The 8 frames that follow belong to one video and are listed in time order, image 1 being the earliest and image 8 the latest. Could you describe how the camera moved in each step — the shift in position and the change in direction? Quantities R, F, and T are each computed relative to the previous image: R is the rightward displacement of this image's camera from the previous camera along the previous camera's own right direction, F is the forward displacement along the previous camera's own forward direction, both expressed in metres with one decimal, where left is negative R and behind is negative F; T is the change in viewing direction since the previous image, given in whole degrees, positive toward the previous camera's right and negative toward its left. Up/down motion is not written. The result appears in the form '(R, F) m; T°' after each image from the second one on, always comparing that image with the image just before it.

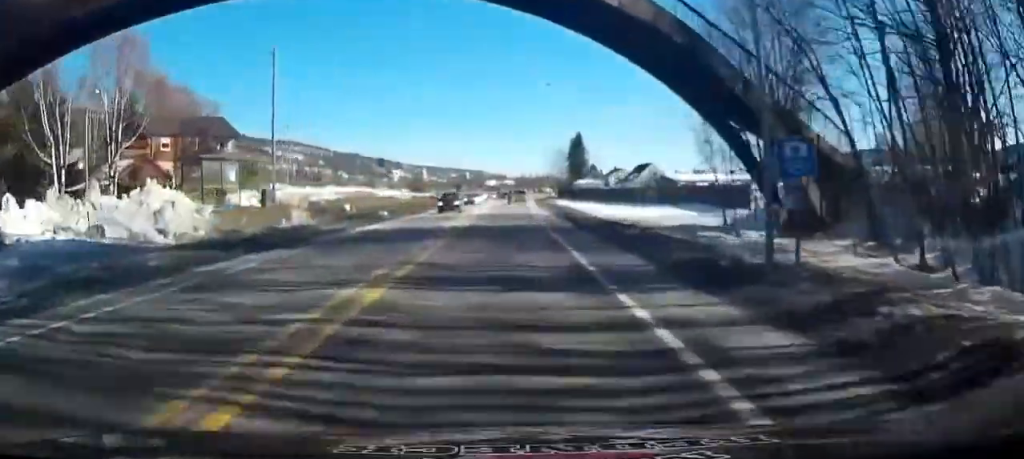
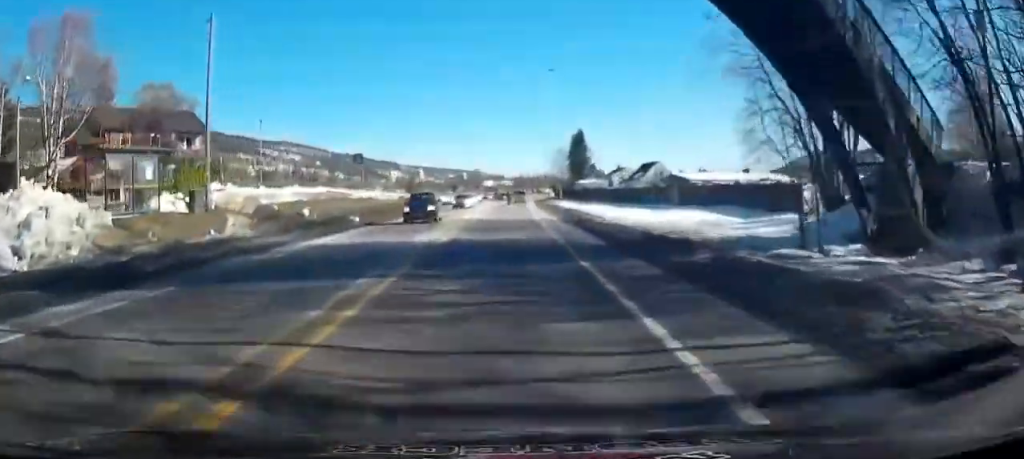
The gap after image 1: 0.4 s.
(0.0, +7.5) m; +1°
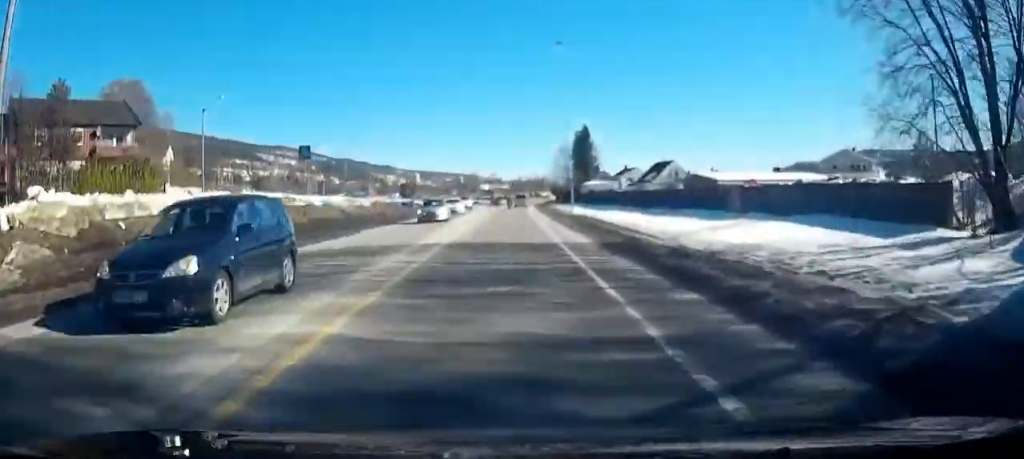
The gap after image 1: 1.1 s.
(0.0, +12.5) m; +1°
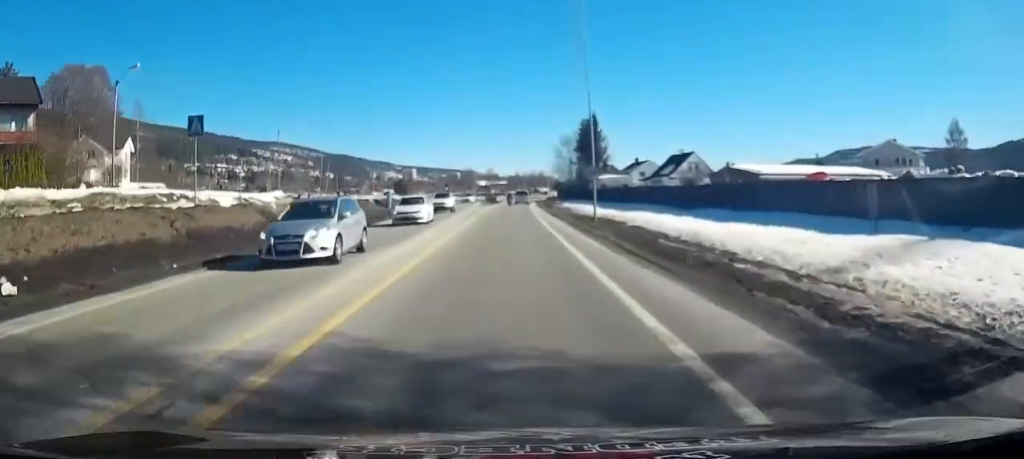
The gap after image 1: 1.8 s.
(+0.2, +13.1) m; +2°
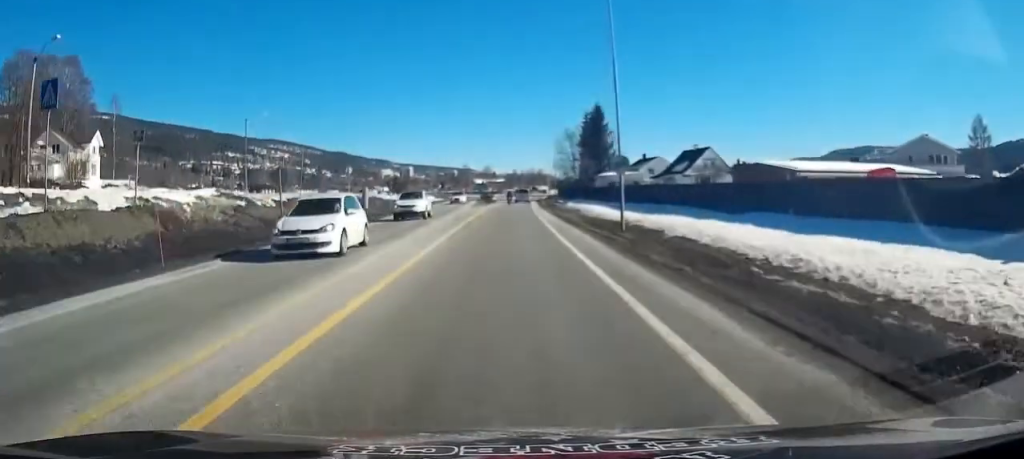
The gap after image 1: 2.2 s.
(-0.1, +8.8) m; +2°
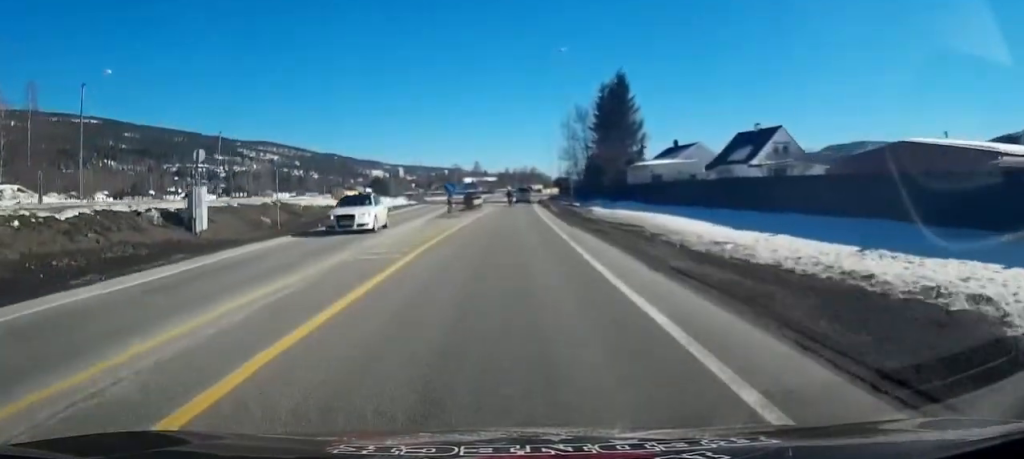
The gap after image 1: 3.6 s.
(+1.0, +26.2) m; +1°
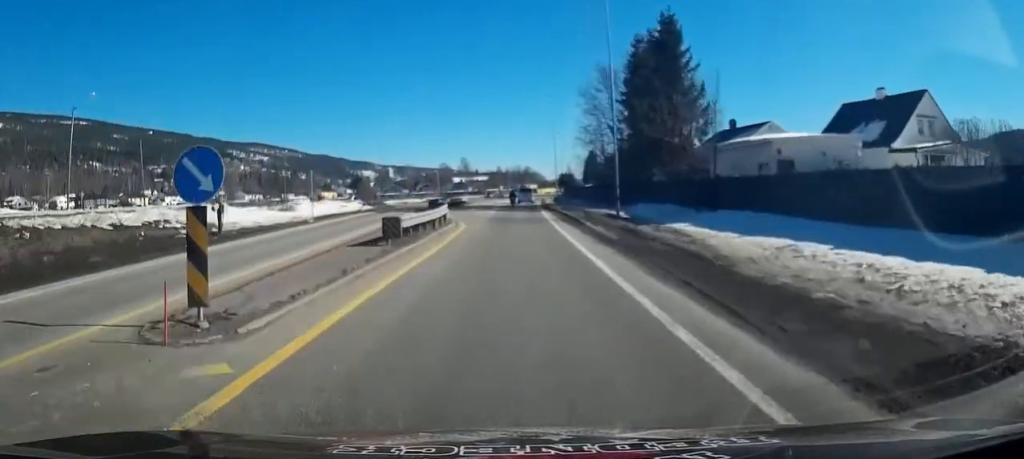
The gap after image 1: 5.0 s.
(-0.2, +25.8) m; -2°
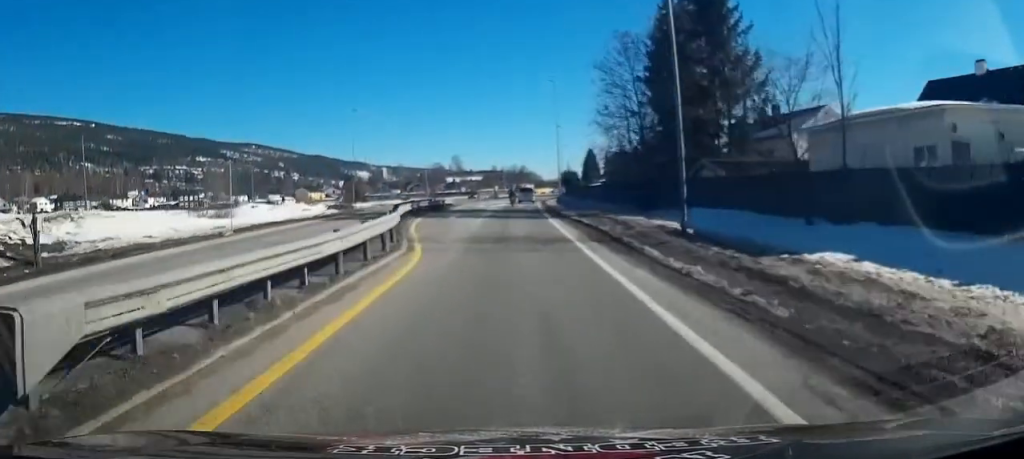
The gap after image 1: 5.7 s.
(-0.2, +11.9) m; -1°
